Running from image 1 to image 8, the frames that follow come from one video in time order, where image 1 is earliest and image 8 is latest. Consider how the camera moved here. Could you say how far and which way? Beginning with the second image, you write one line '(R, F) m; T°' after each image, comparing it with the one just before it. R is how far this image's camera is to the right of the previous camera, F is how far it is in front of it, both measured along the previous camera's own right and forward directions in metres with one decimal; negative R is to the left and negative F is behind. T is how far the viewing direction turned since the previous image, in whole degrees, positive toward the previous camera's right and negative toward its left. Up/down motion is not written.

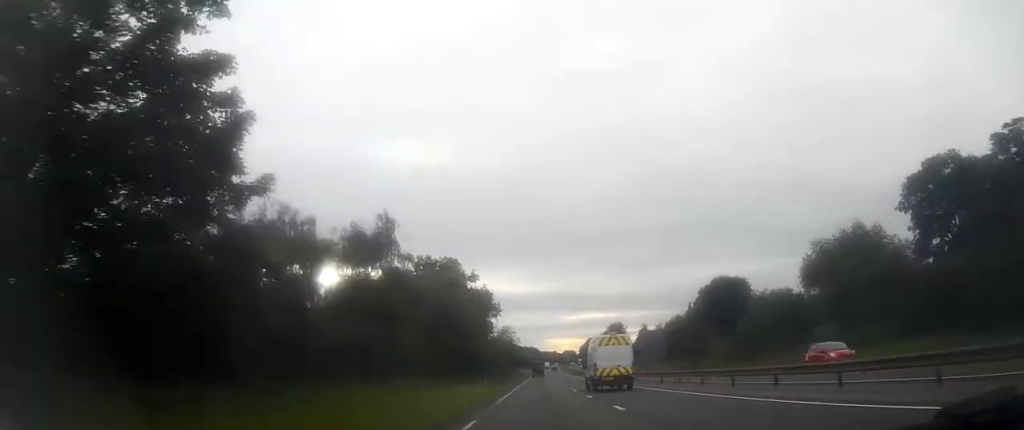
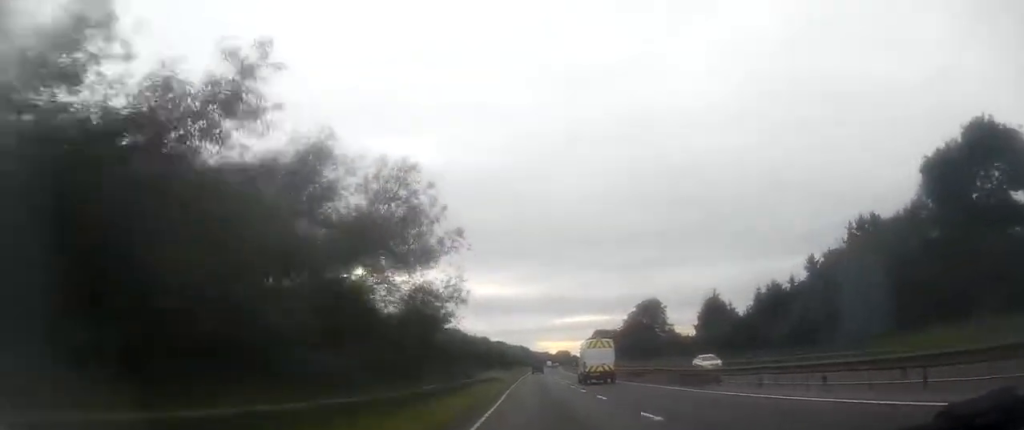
(+0.6, +76.8) m; +1°
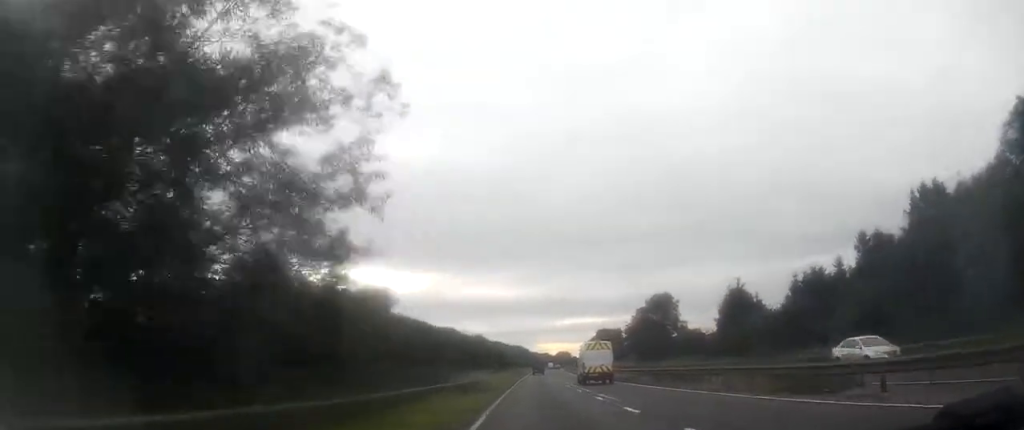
(+0.1, +12.9) m; 0°
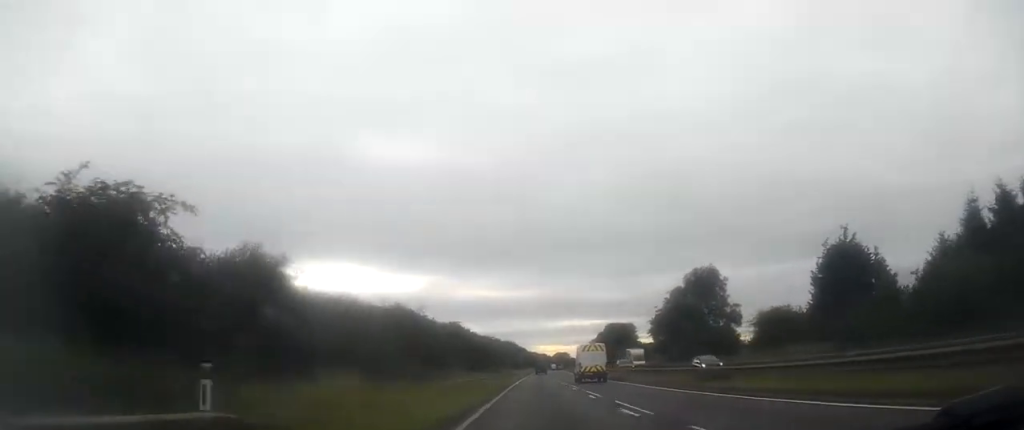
(0.0, +34.7) m; 0°
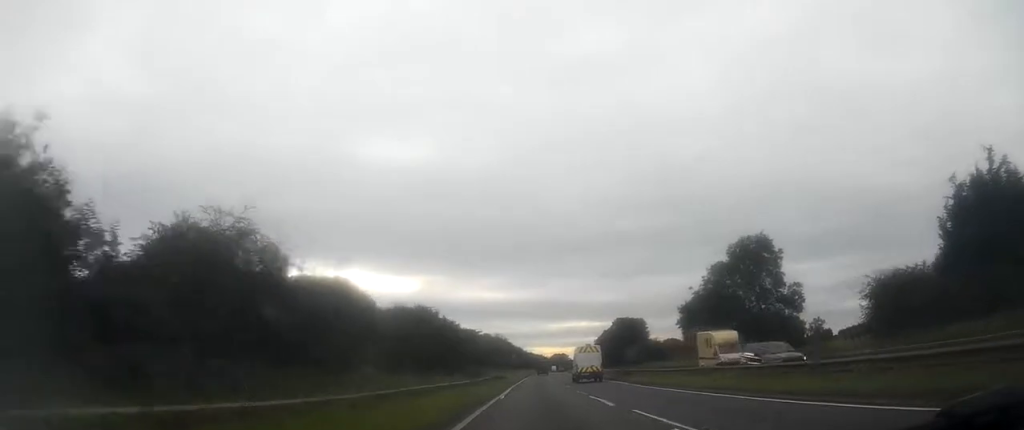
(-0.1, +23.7) m; 0°
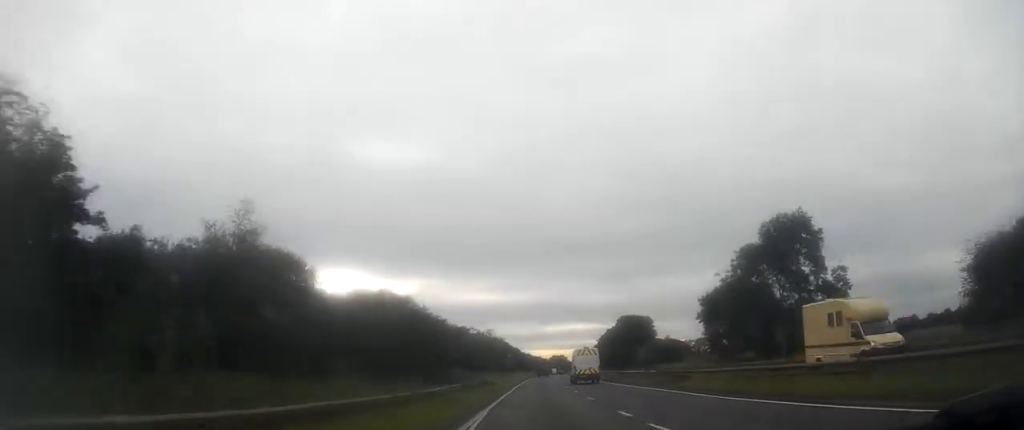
(0.0, +11.8) m; +1°
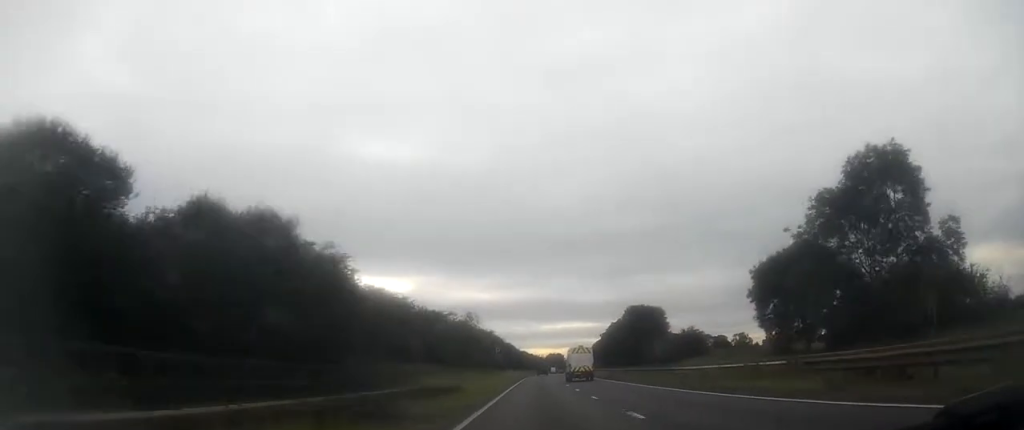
(+0.2, +18.6) m; +1°
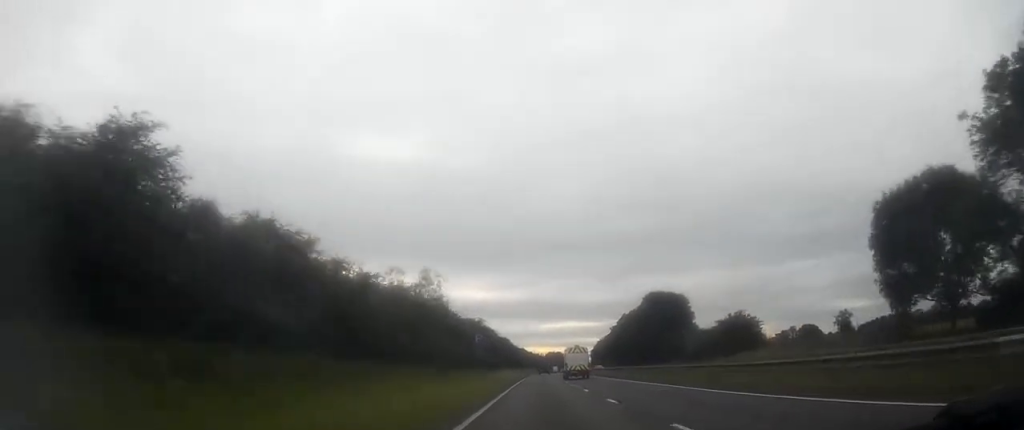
(+0.2, +22.4) m; +1°
